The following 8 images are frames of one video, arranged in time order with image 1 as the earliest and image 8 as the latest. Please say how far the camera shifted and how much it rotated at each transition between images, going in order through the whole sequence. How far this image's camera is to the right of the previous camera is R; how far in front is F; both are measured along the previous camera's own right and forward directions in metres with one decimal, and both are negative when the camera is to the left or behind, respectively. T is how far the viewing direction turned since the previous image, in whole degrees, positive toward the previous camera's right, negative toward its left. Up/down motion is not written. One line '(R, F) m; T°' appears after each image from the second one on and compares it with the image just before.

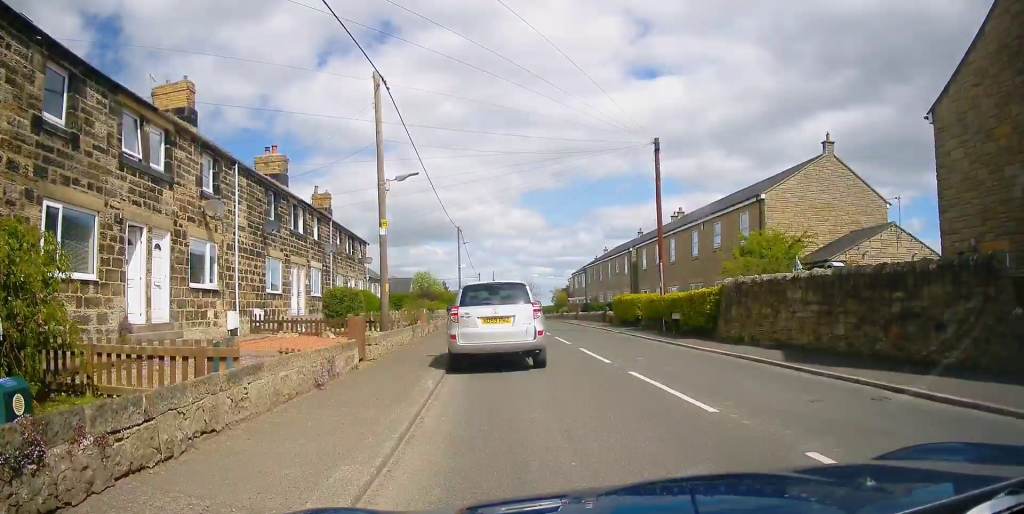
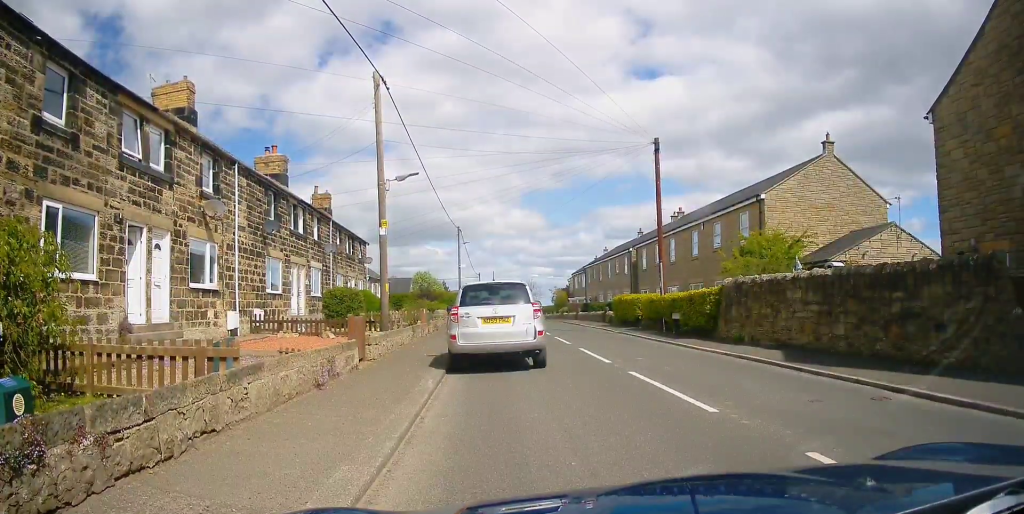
(0.0, 0.0) m; 0°
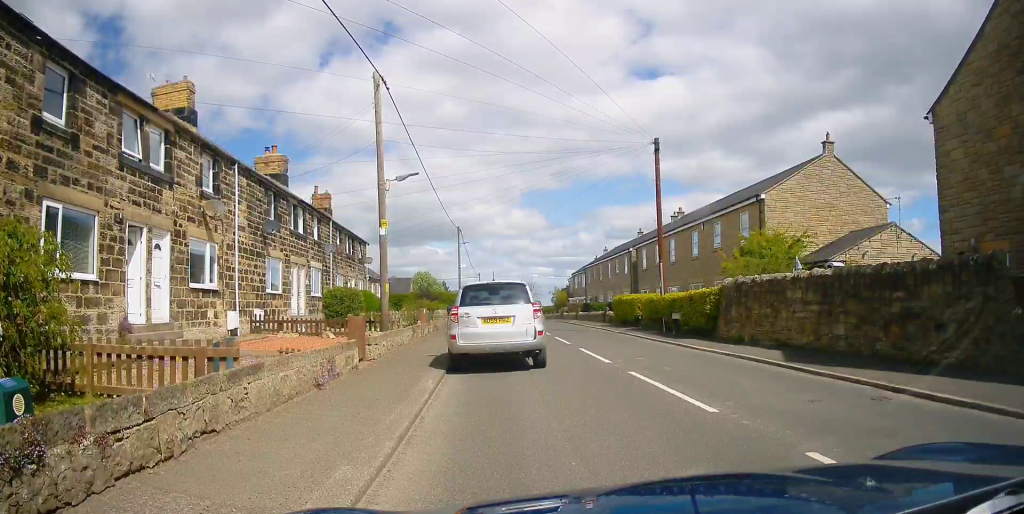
(0.0, 0.0) m; 0°
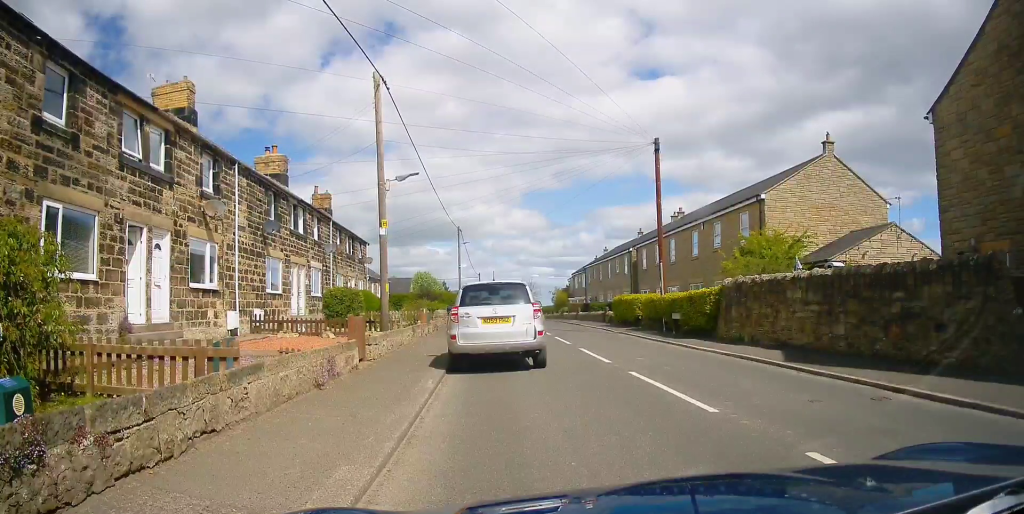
(0.0, 0.0) m; 0°
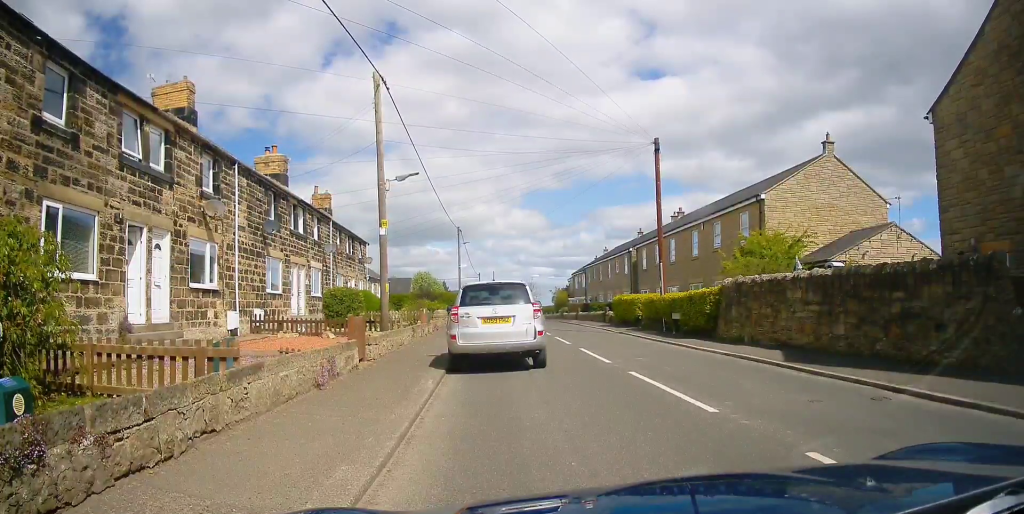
(0.0, 0.0) m; 0°
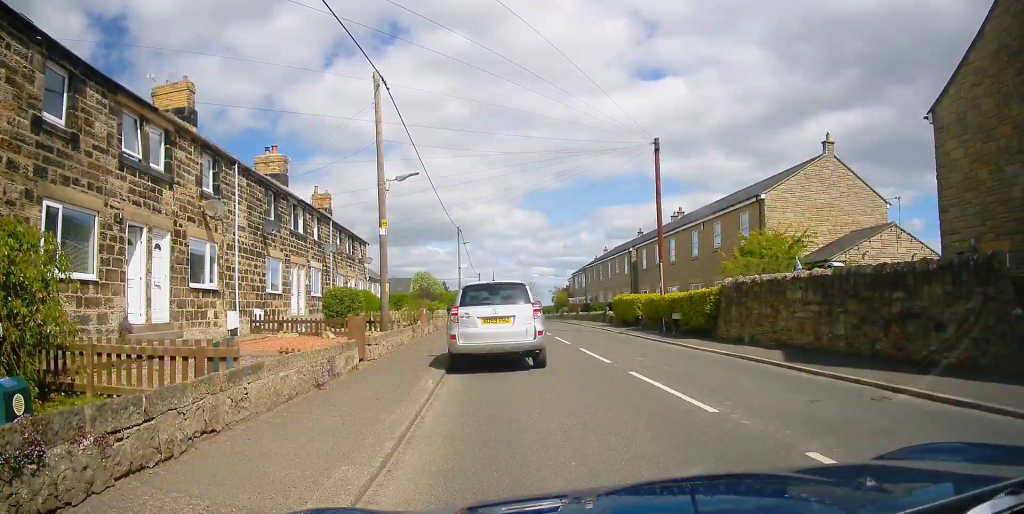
(0.0, 0.0) m; 0°
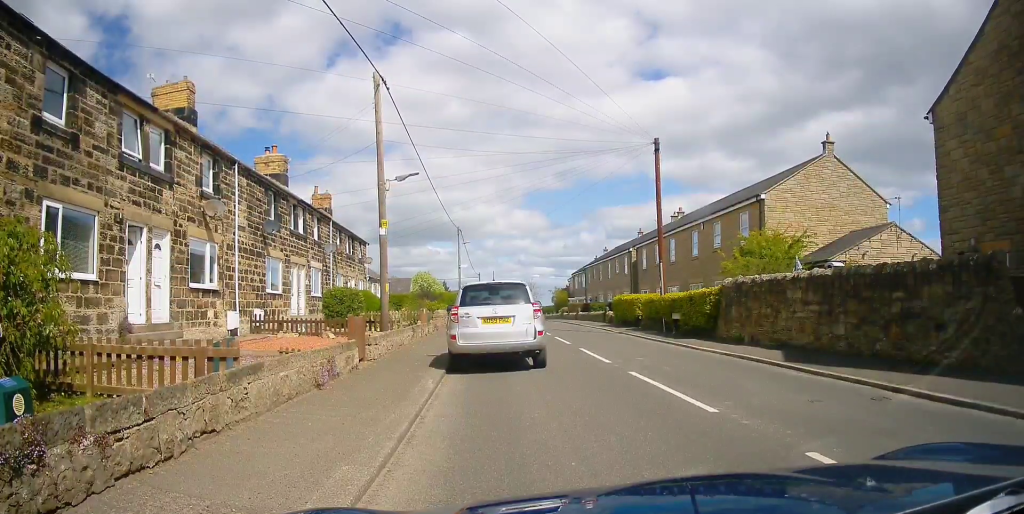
(0.0, 0.0) m; 0°
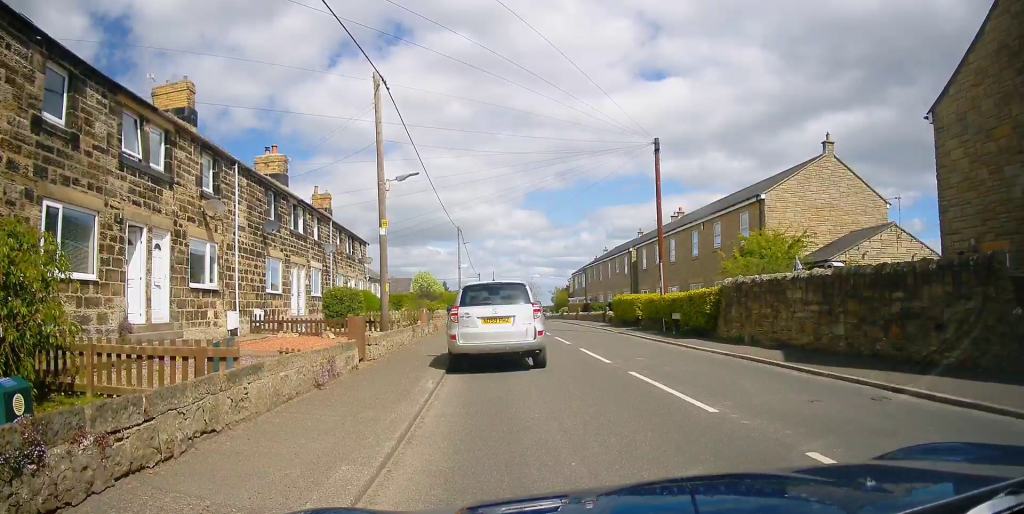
(0.0, 0.0) m; 0°
